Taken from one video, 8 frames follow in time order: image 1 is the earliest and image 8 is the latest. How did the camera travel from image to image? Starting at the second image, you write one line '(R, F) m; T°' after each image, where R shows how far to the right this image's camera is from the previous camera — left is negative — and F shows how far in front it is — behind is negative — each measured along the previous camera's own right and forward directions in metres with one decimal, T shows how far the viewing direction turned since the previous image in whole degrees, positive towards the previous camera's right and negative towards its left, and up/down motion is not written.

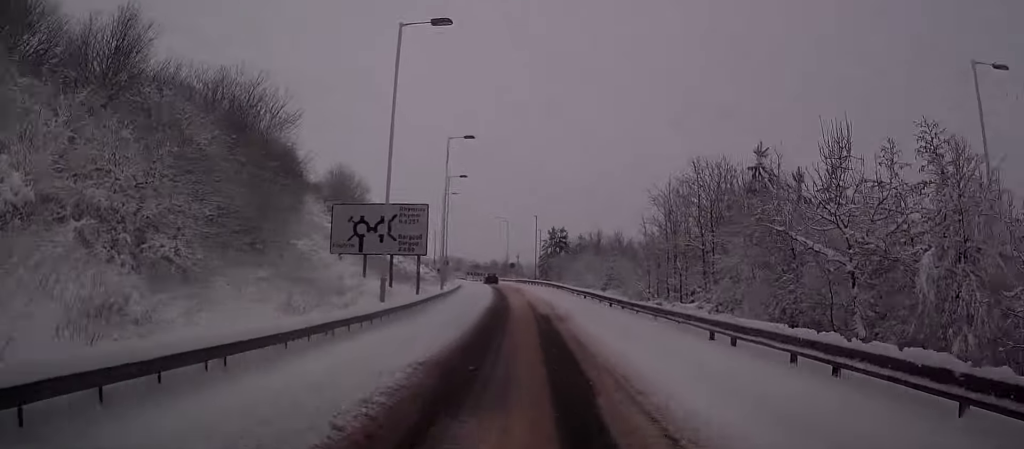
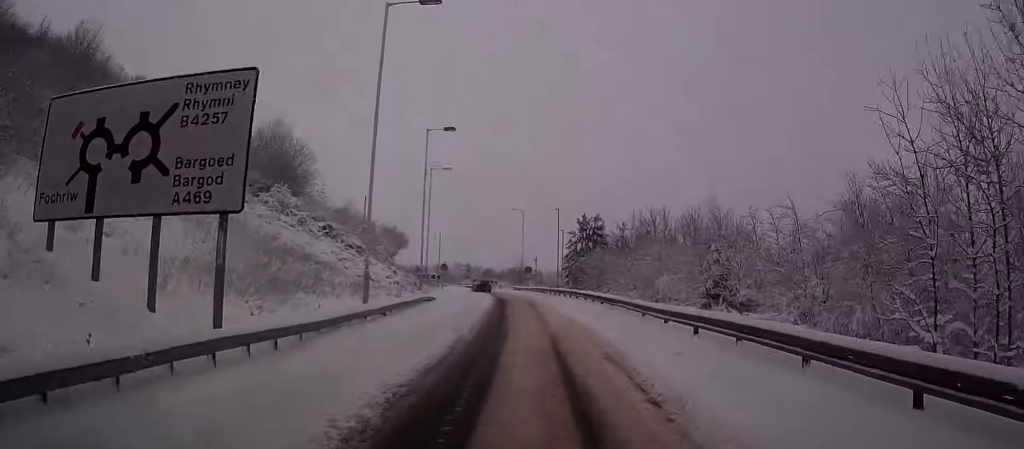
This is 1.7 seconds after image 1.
(-0.5, +24.7) m; -2°
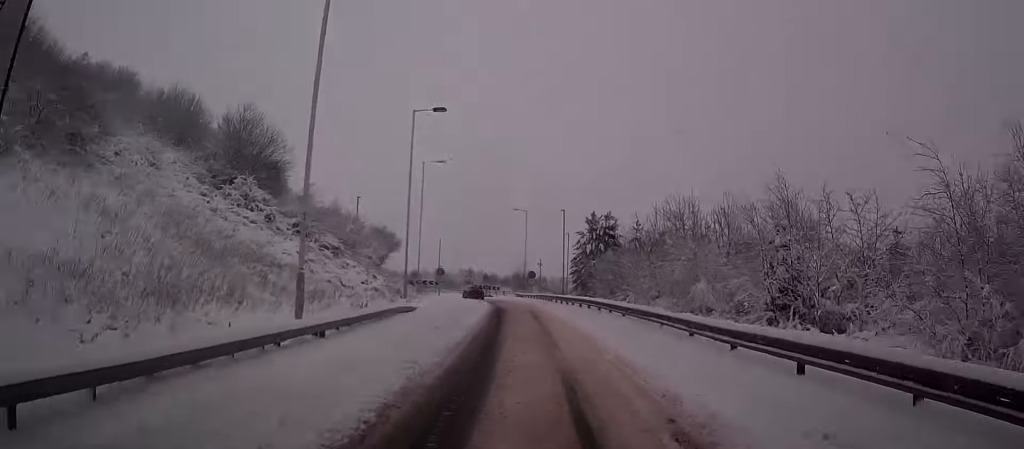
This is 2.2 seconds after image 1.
(0.0, +6.3) m; 0°
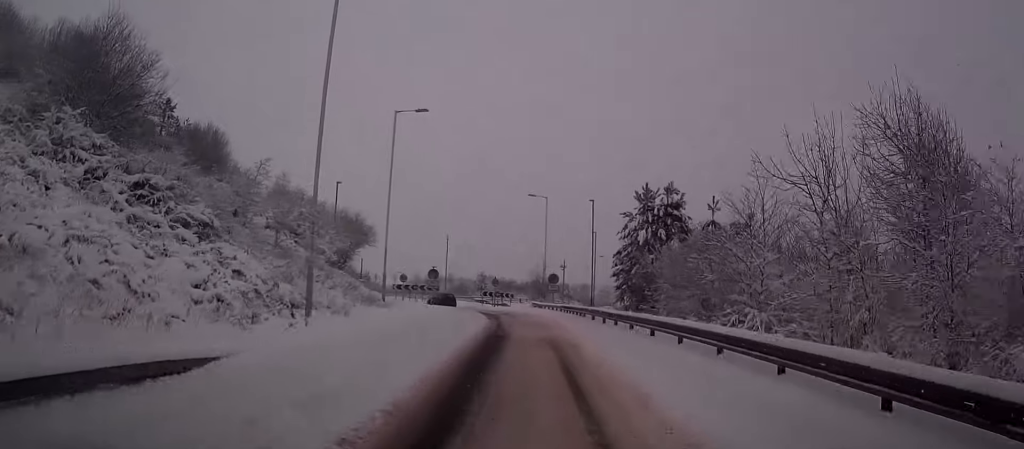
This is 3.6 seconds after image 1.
(-0.2, +18.3) m; -2°
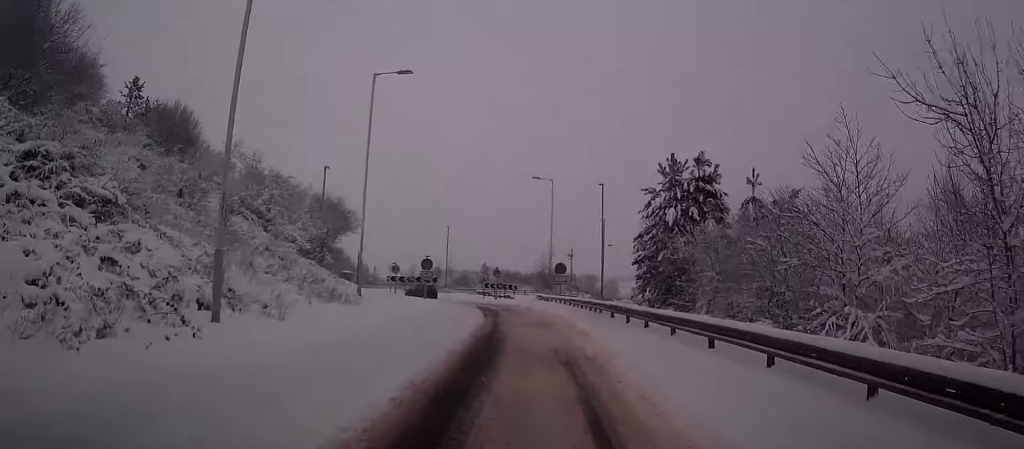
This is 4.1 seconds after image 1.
(0.0, +5.9) m; 0°
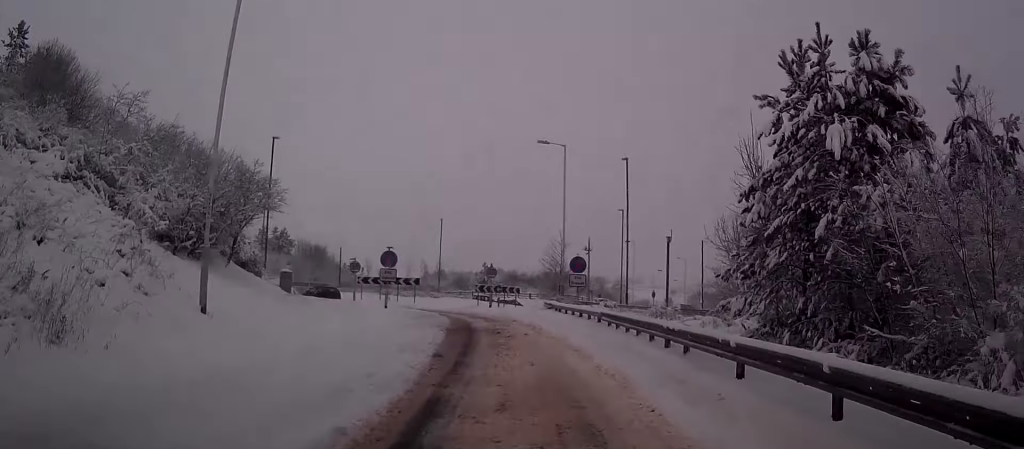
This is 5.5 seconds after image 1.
(-0.1, +15.4) m; 0°
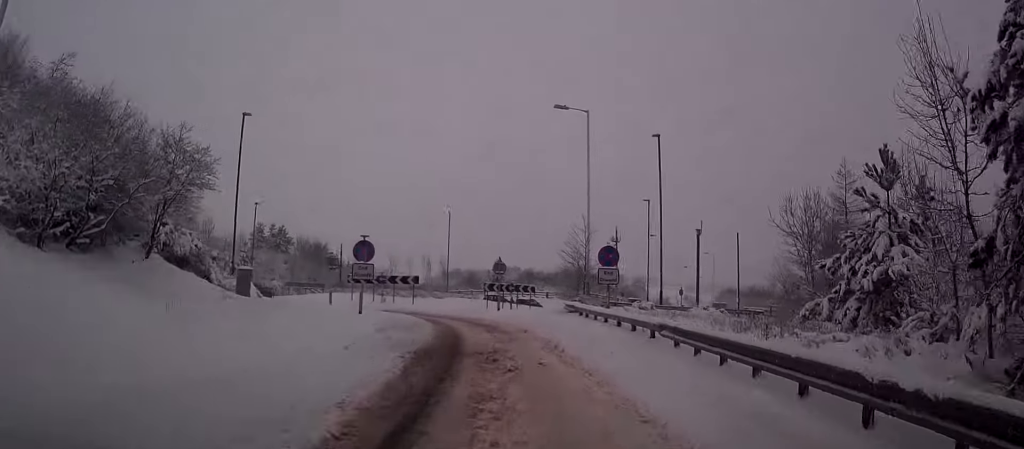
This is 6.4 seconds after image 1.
(0.0, +8.5) m; -1°
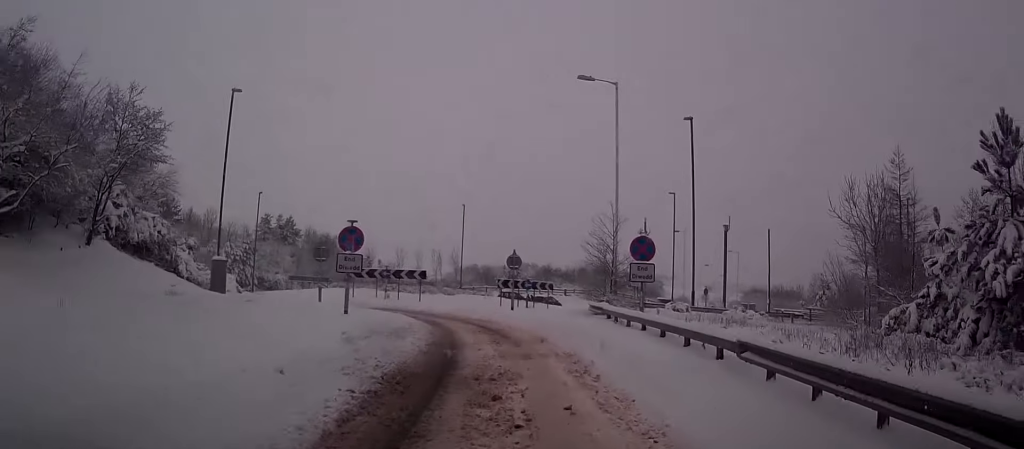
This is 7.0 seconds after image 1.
(0.0, +4.7) m; -1°
